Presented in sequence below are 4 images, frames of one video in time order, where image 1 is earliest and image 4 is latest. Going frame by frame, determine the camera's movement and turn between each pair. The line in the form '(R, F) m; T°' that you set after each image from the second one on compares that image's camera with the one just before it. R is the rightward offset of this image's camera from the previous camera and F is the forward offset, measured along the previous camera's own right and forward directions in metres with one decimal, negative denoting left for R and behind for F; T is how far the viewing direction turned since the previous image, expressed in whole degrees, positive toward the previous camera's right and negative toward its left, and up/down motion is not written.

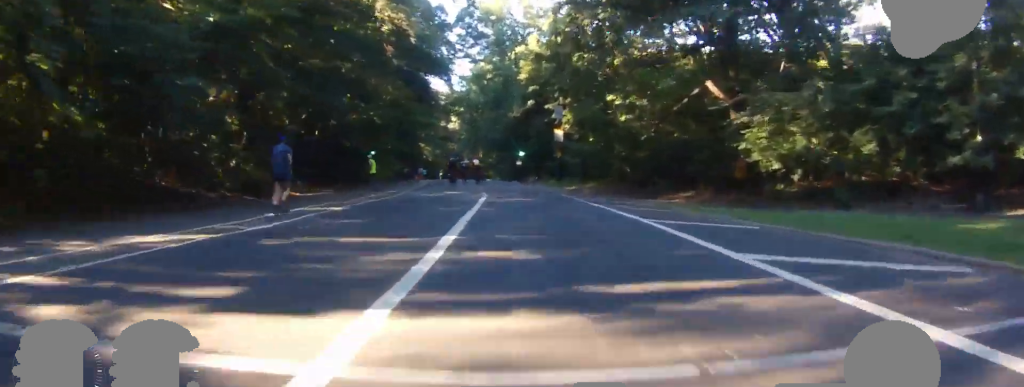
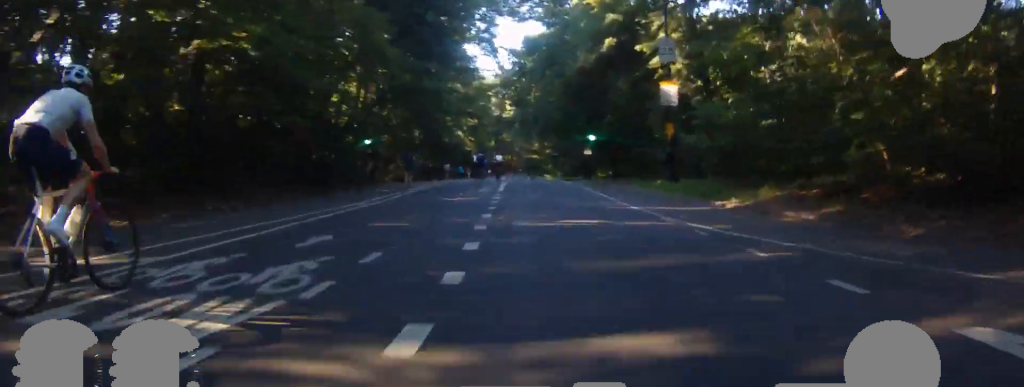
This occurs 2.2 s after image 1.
(-1.2, +20.5) m; -2°
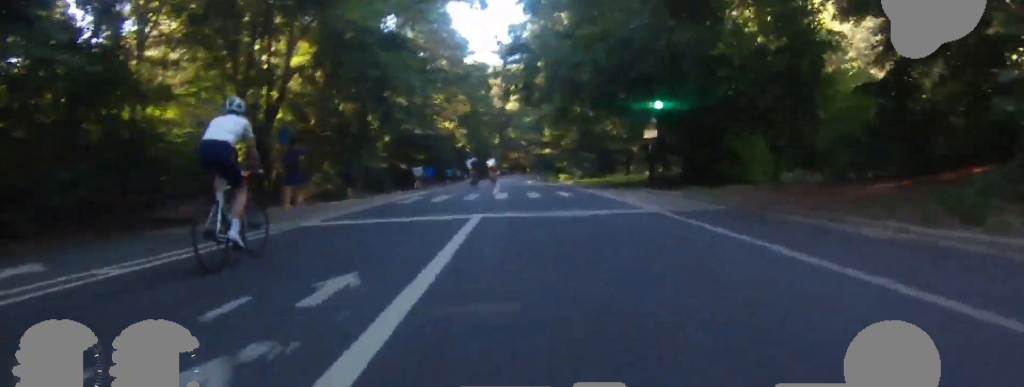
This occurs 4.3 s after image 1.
(-0.4, +18.0) m; -3°
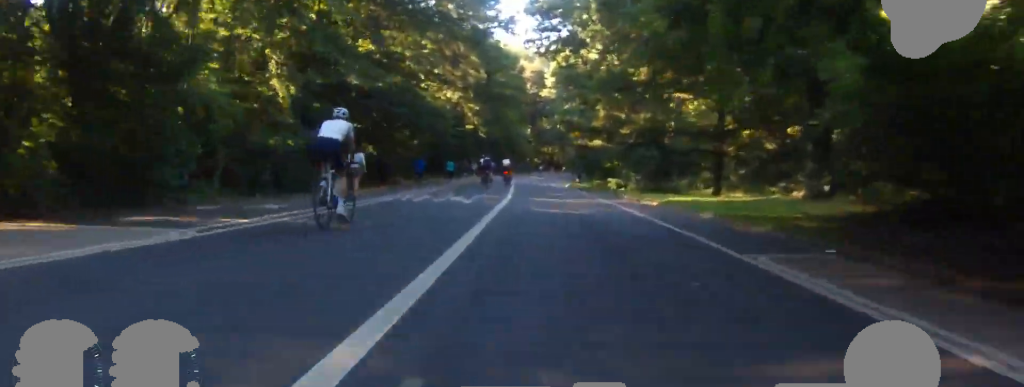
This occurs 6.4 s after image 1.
(+0.1, +19.2) m; +4°
